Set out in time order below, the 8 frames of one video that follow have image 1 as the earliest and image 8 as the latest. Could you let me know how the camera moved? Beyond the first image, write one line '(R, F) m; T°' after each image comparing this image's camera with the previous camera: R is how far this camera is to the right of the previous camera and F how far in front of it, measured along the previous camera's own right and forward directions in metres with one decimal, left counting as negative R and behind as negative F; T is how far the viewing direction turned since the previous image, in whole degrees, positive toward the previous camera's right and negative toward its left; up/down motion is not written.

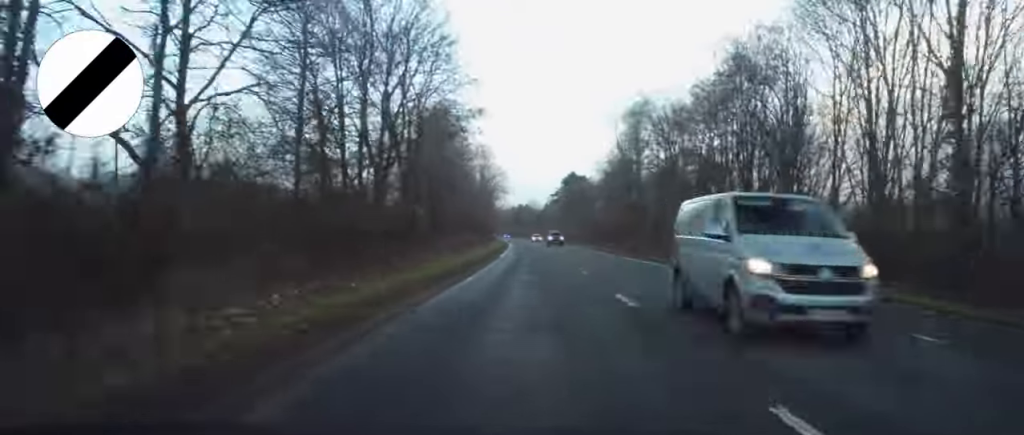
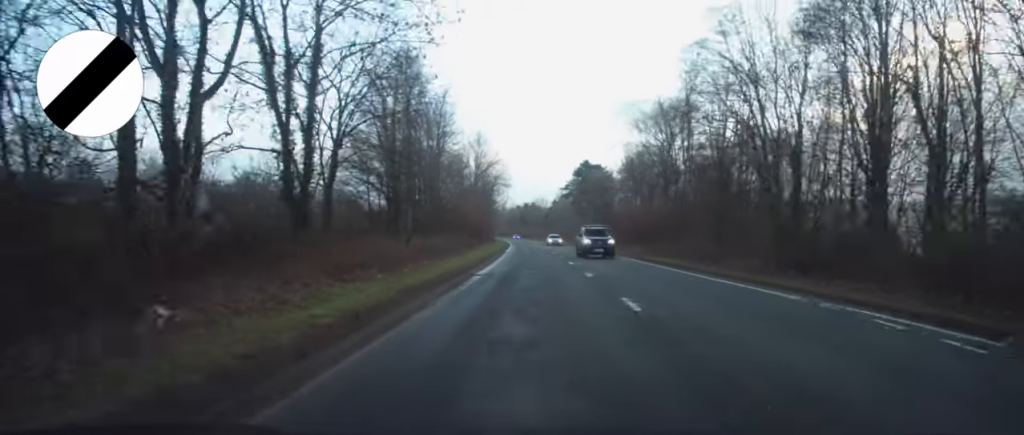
(-0.3, +19.0) m; -1°
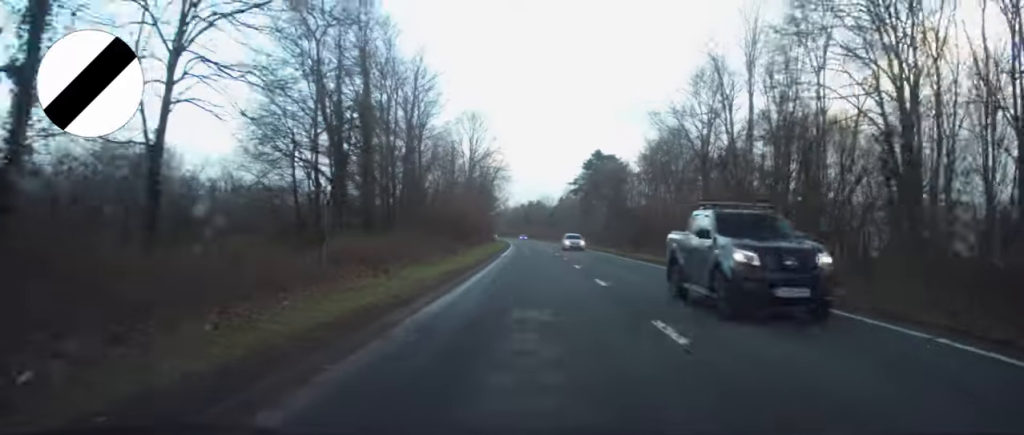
(-0.1, +12.3) m; 0°
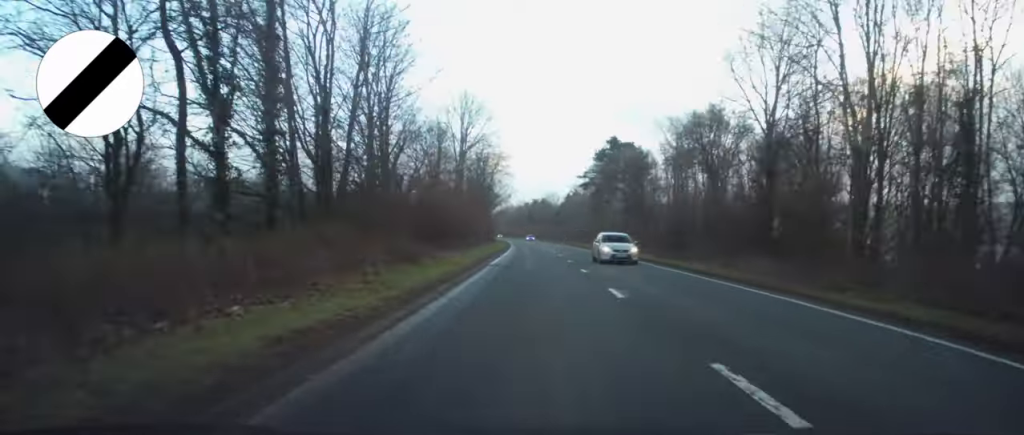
(+0.1, +12.1) m; 0°
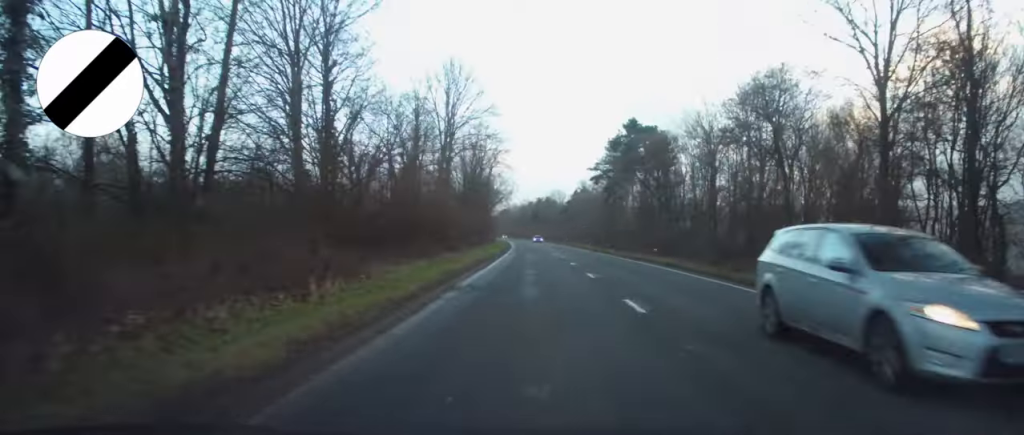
(+0.1, +11.3) m; 0°
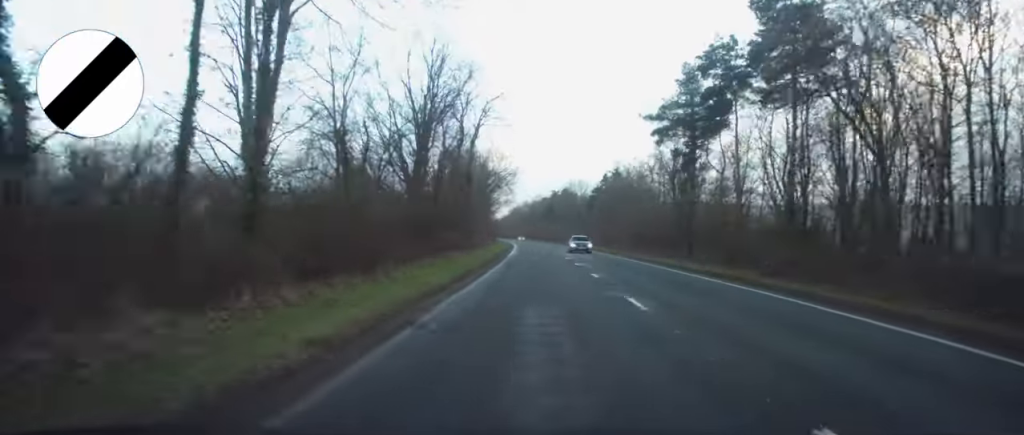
(-0.5, +35.1) m; -1°
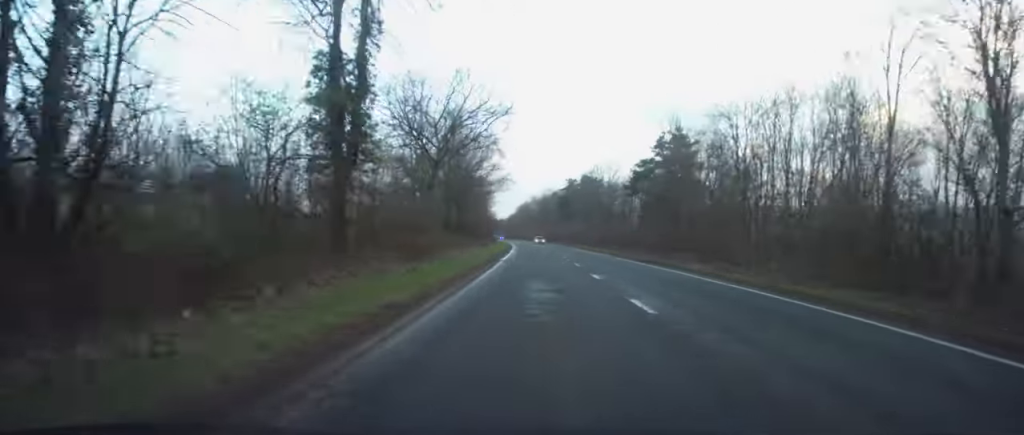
(0.0, +35.6) m; -1°
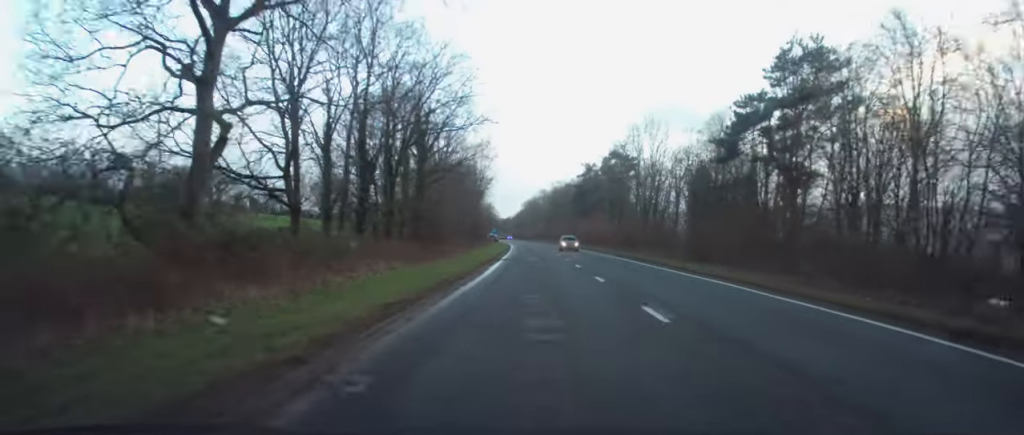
(-0.4, +27.8) m; -1°
